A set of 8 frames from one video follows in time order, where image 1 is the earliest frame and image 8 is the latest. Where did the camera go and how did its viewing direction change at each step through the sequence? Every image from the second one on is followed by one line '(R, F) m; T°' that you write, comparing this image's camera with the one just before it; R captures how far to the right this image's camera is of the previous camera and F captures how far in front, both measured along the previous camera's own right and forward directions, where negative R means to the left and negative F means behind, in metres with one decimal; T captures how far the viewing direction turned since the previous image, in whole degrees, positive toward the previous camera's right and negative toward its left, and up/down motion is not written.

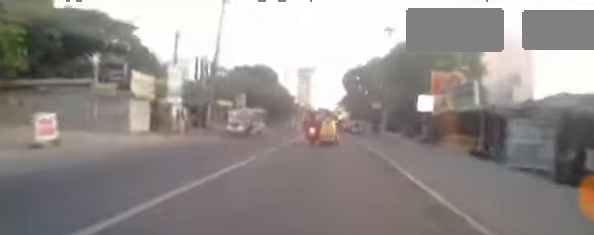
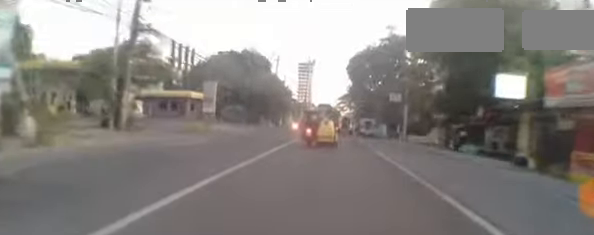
(+0.8, +12.5) m; +2°
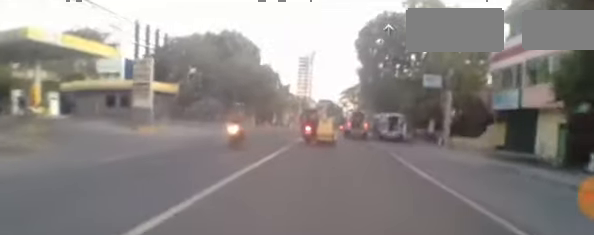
(-0.5, +12.8) m; -1°
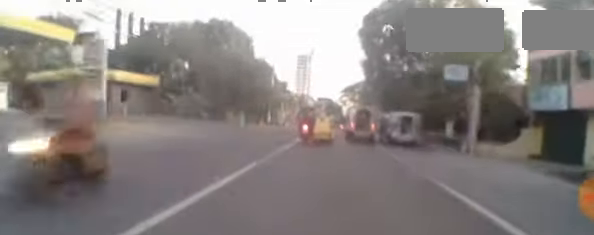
(+0.3, +4.7) m; 0°
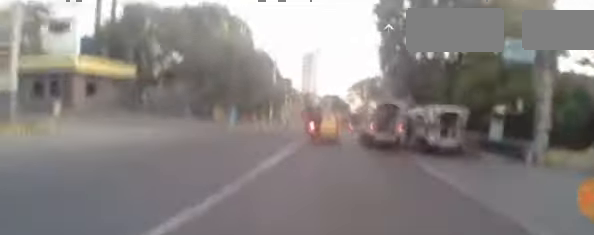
(-0.3, +6.3) m; -1°
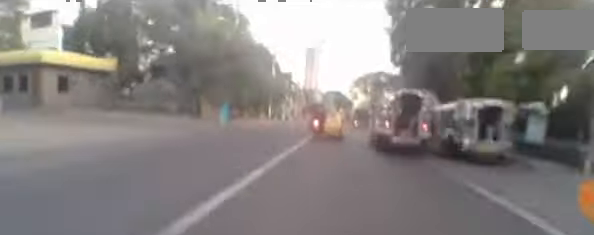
(0.0, +3.4) m; -1°
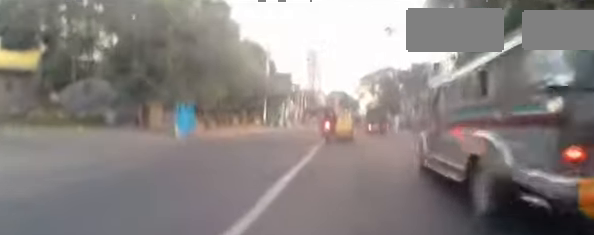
(+0.1, +9.0) m; 0°
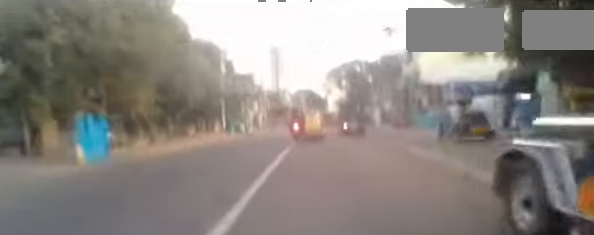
(0.0, +5.3) m; +2°
